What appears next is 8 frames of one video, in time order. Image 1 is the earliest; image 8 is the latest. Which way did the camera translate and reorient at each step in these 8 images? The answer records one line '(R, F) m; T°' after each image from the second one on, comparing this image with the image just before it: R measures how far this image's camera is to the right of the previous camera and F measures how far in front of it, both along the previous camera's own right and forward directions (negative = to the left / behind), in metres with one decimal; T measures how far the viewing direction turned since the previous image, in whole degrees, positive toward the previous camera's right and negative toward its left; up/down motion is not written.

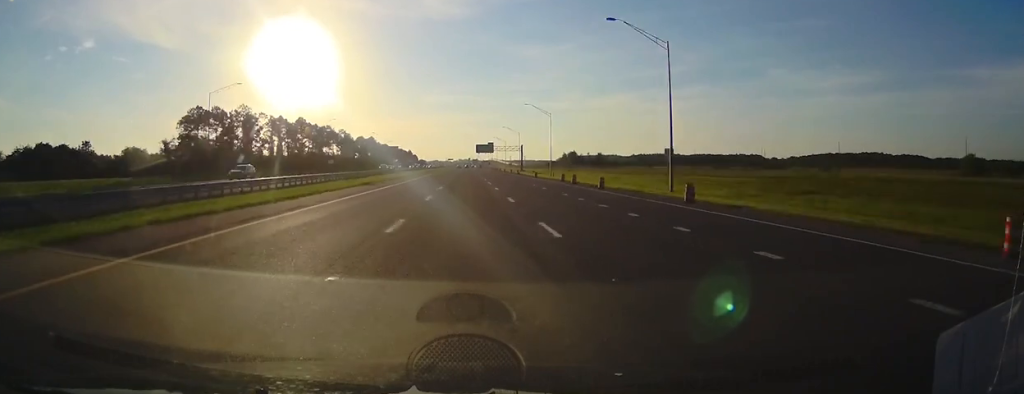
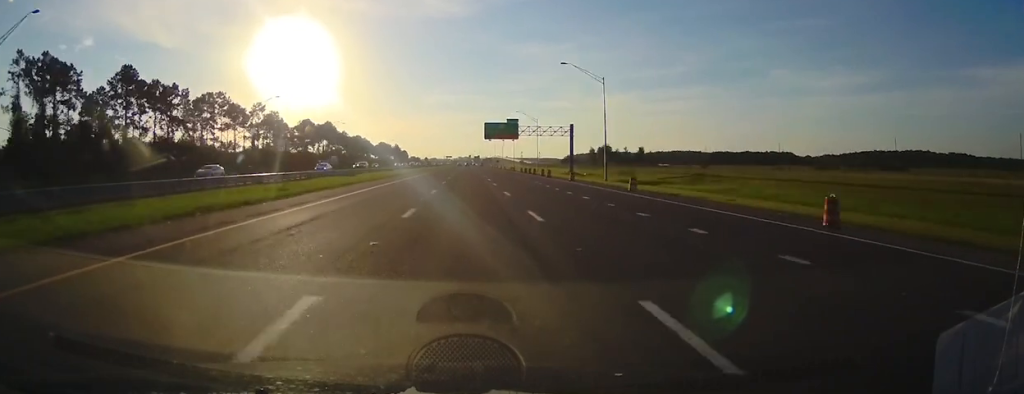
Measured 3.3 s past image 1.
(-0.5, +75.2) m; 0°
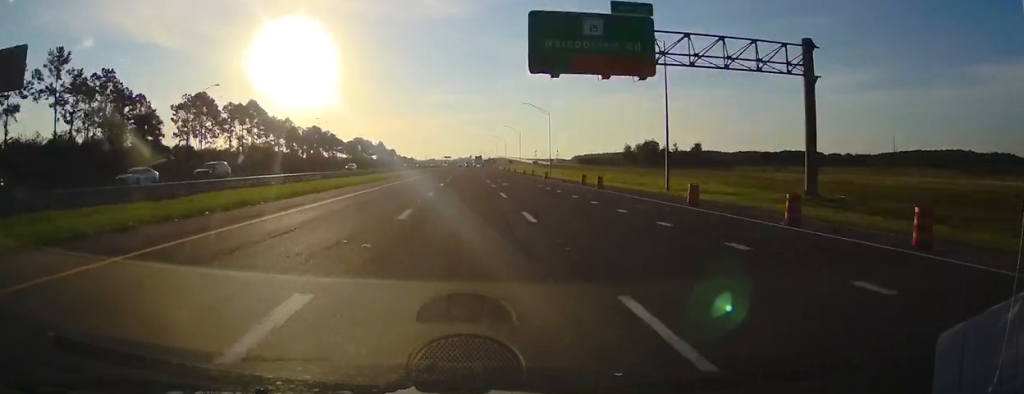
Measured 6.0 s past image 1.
(-0.2, +68.6) m; 0°
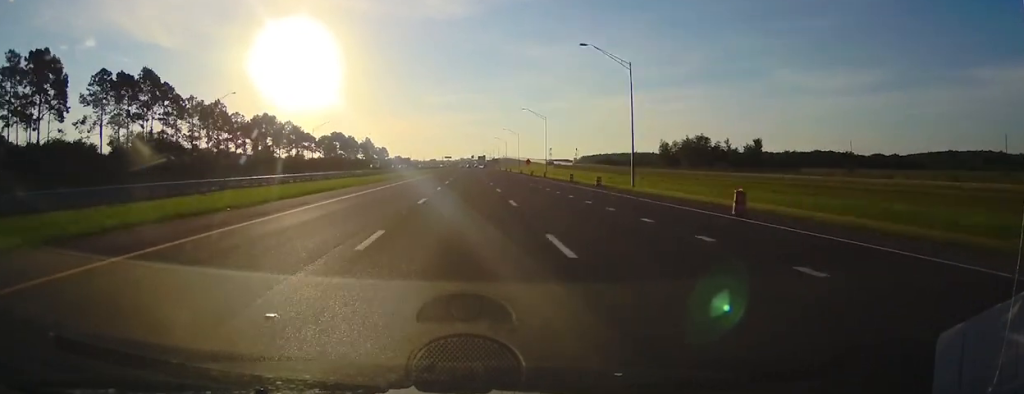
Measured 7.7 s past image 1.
(+0.1, +47.1) m; 0°
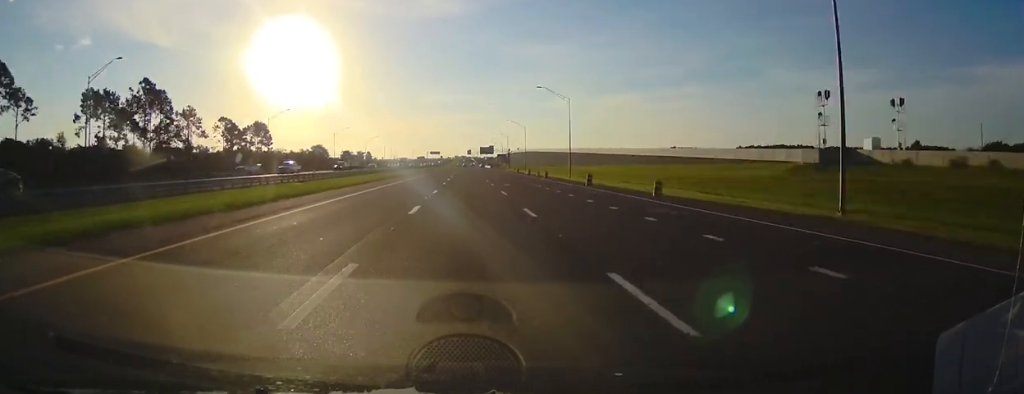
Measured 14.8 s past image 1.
(+2.5, +206.1) m; +1°
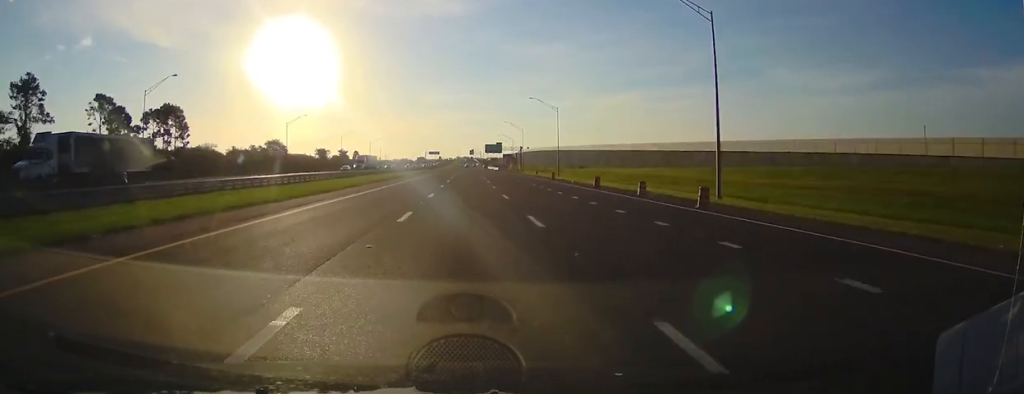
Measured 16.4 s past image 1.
(-0.3, +49.7) m; 0°
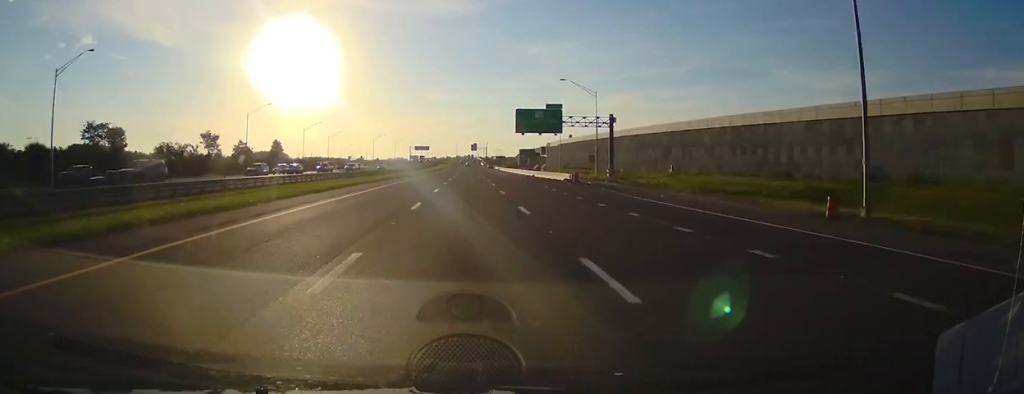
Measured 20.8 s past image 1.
(-0.2, +138.1) m; 0°
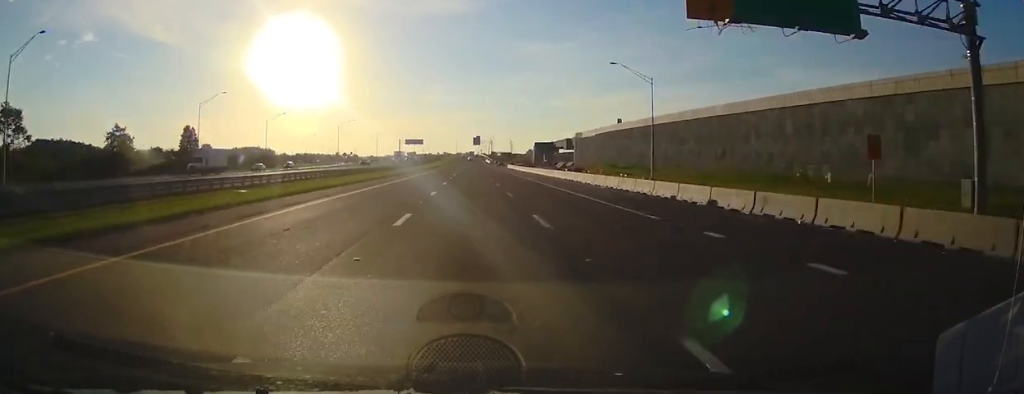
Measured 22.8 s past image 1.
(+0.3, +63.6) m; 0°
